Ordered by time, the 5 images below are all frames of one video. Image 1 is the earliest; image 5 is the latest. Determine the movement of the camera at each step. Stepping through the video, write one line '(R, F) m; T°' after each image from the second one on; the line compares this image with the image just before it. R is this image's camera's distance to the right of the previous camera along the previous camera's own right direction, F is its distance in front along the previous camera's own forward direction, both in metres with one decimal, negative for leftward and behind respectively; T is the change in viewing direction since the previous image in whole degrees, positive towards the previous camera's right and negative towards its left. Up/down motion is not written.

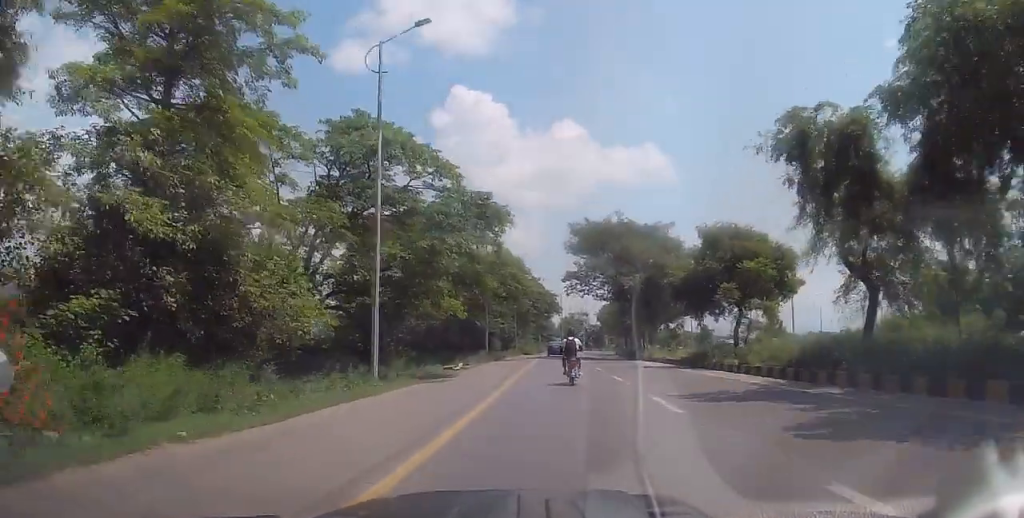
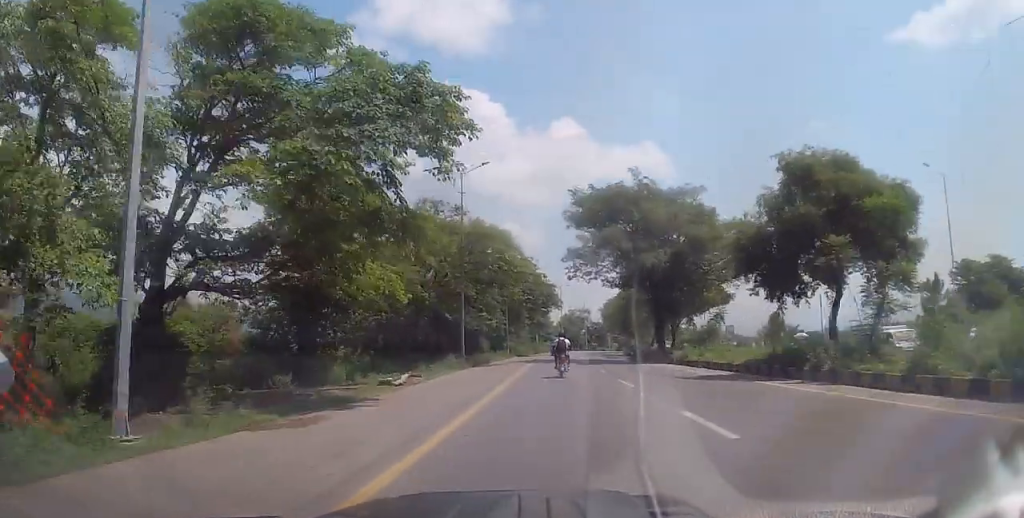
(+0.2, +12.2) m; 0°
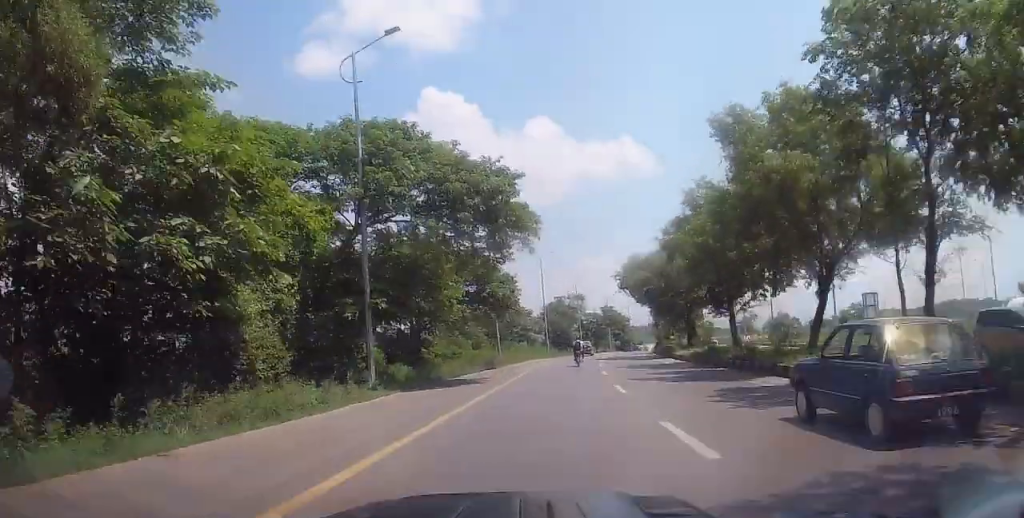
(-0.1, +44.4) m; +2°
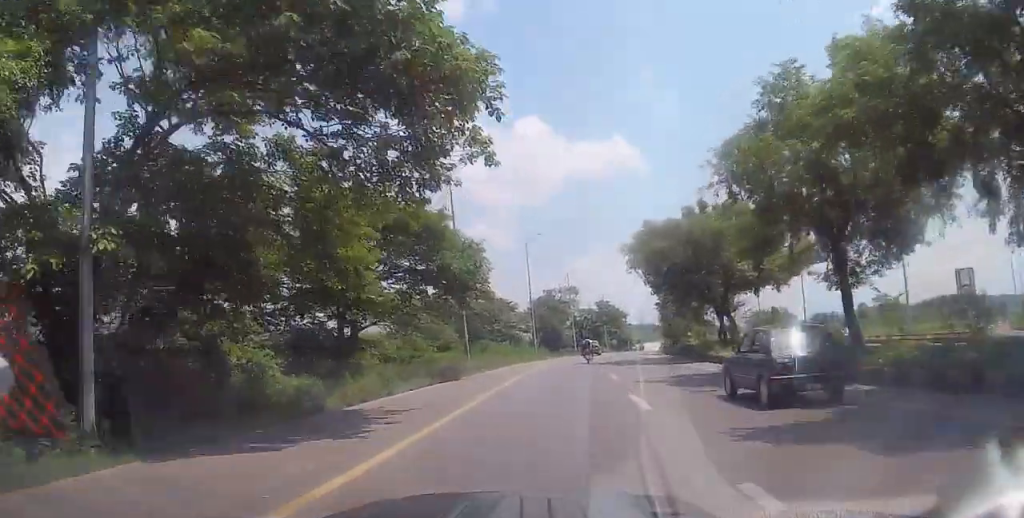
(-0.2, +12.8) m; -2°
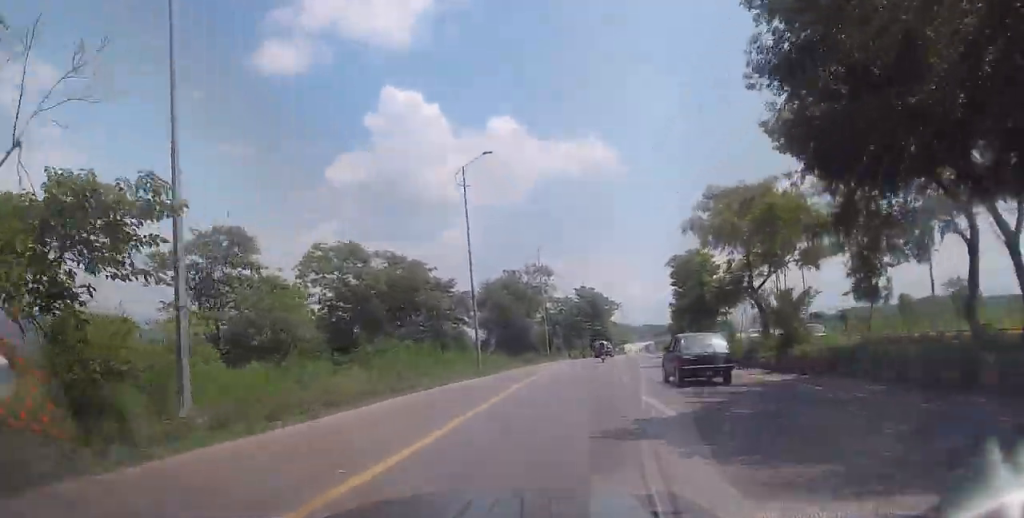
(+0.8, +26.8) m; +4°
